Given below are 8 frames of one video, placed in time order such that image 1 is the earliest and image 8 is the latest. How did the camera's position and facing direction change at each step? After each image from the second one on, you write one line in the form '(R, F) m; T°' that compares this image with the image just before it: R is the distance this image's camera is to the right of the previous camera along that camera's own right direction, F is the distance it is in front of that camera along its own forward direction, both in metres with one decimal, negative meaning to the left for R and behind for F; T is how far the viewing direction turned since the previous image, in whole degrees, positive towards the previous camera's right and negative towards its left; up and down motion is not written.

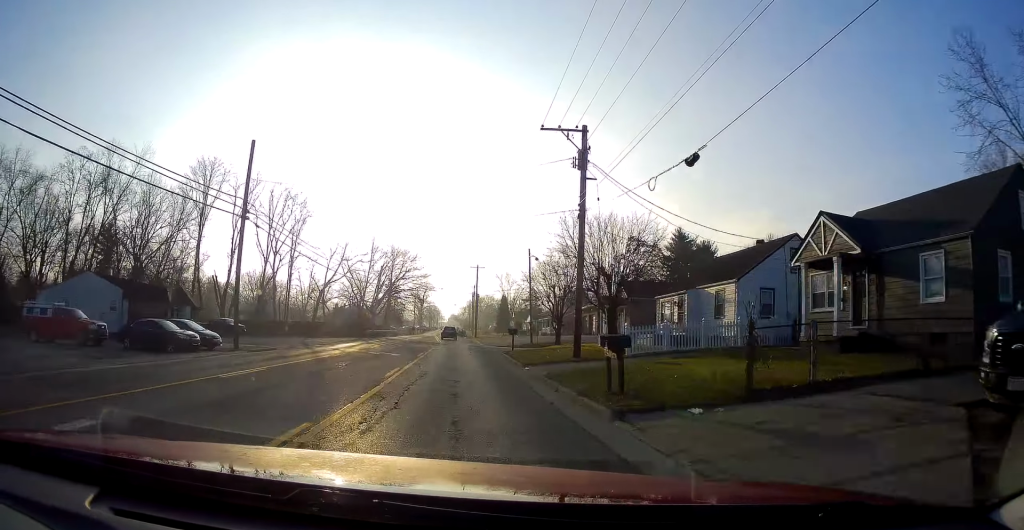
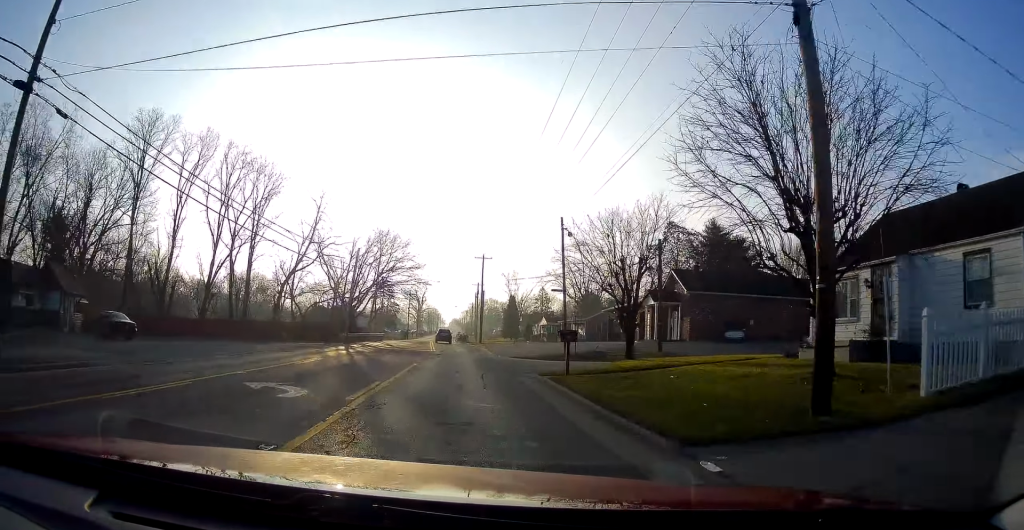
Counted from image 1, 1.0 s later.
(+0.1, +17.9) m; 0°
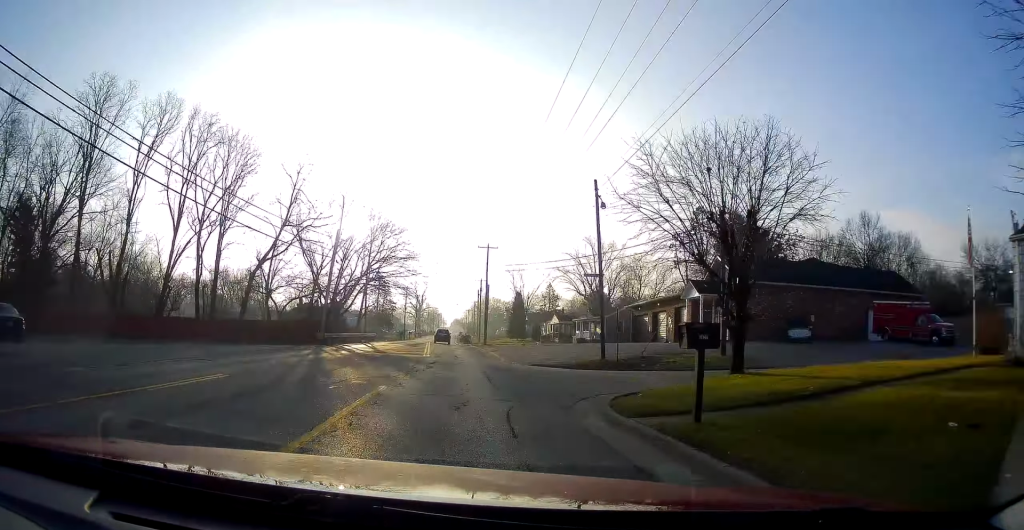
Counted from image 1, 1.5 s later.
(0.0, +9.9) m; -1°
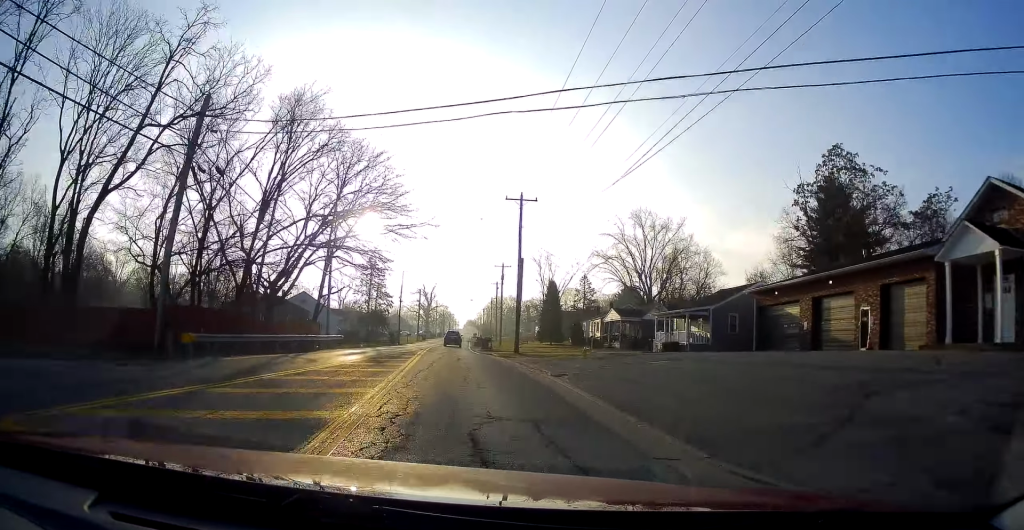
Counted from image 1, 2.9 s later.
(-0.6, +26.5) m; -1°
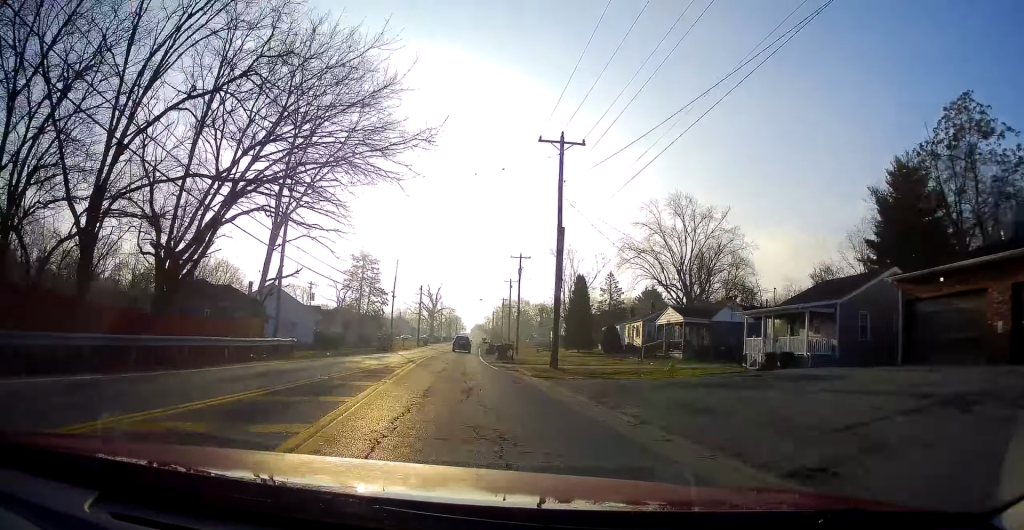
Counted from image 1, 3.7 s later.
(+0.3, +14.8) m; 0°
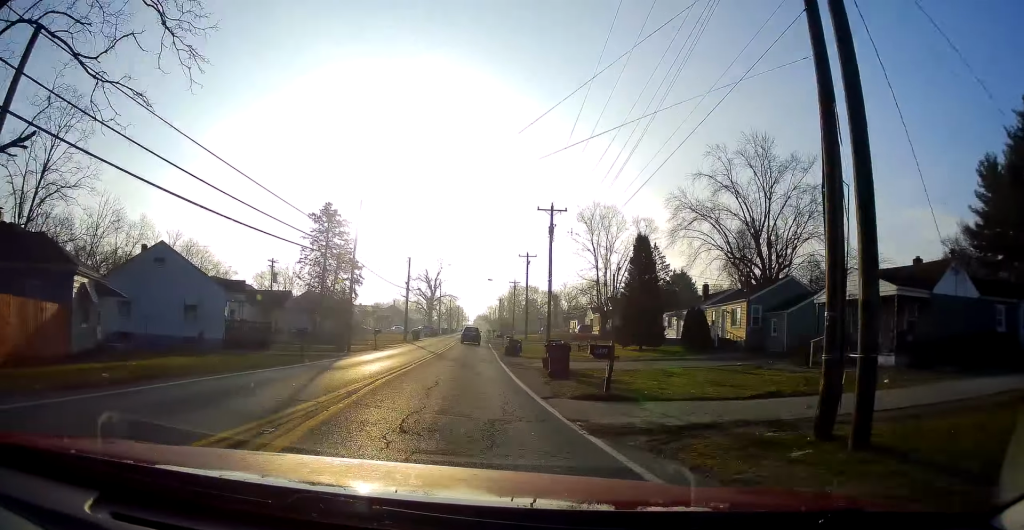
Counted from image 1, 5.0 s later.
(-0.2, +22.9) m; -2°
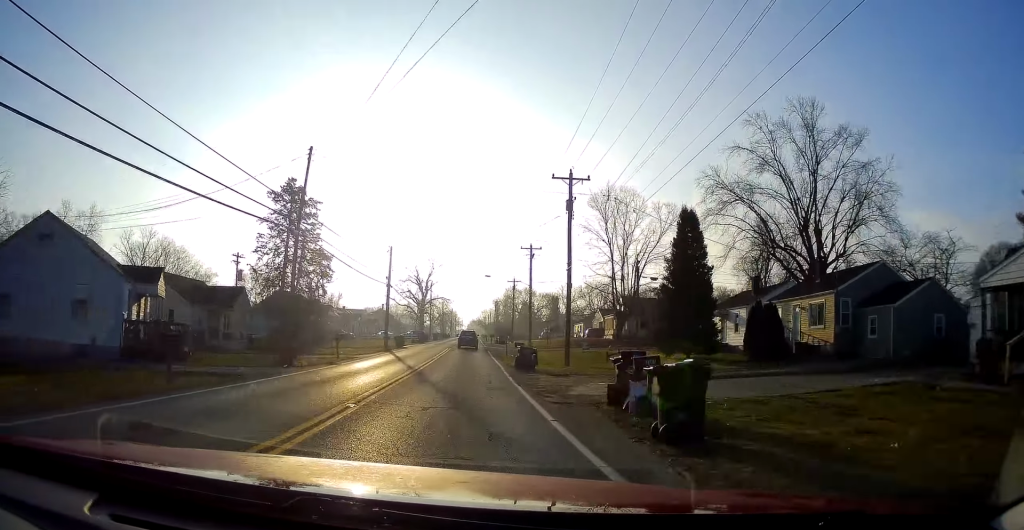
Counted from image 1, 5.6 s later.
(-0.2, +11.1) m; +1°
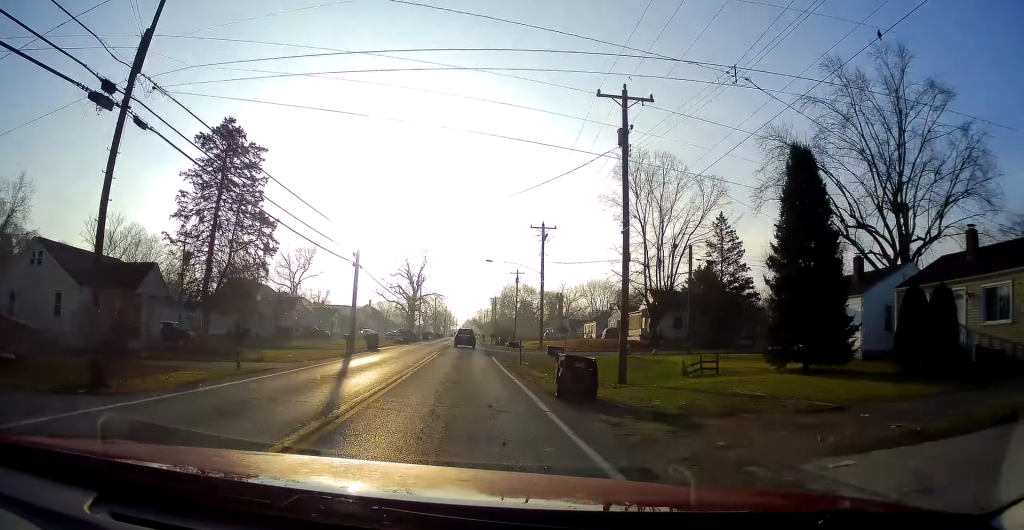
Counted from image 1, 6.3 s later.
(+0.1, +13.5) m; +1°
